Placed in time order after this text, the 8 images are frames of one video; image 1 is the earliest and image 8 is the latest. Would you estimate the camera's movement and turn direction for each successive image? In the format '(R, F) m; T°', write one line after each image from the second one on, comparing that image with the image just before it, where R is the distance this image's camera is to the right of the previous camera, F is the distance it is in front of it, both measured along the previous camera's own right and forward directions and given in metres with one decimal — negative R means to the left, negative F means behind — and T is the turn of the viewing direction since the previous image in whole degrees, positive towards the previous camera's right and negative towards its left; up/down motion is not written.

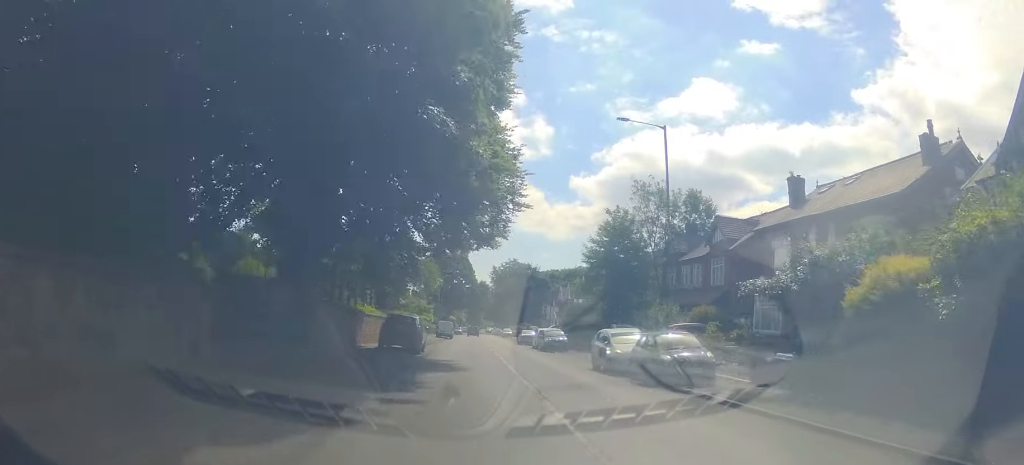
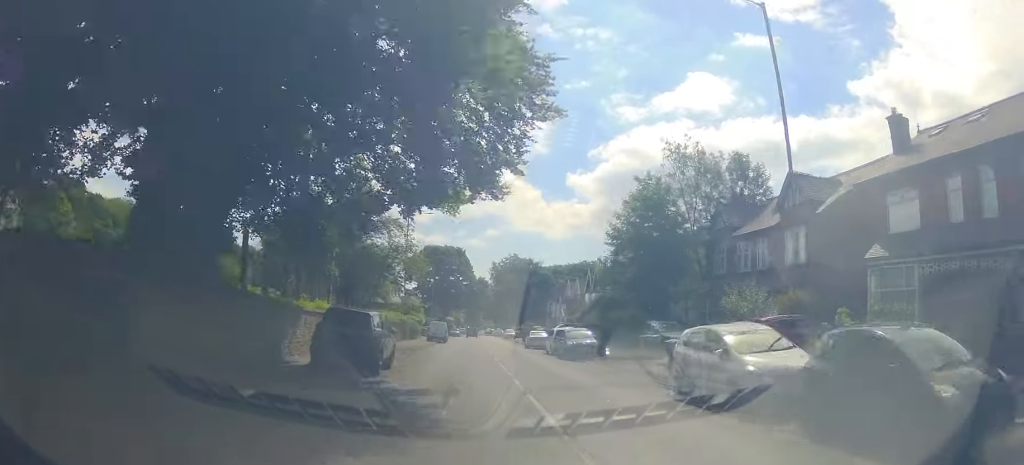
(-0.3, +10.5) m; -2°
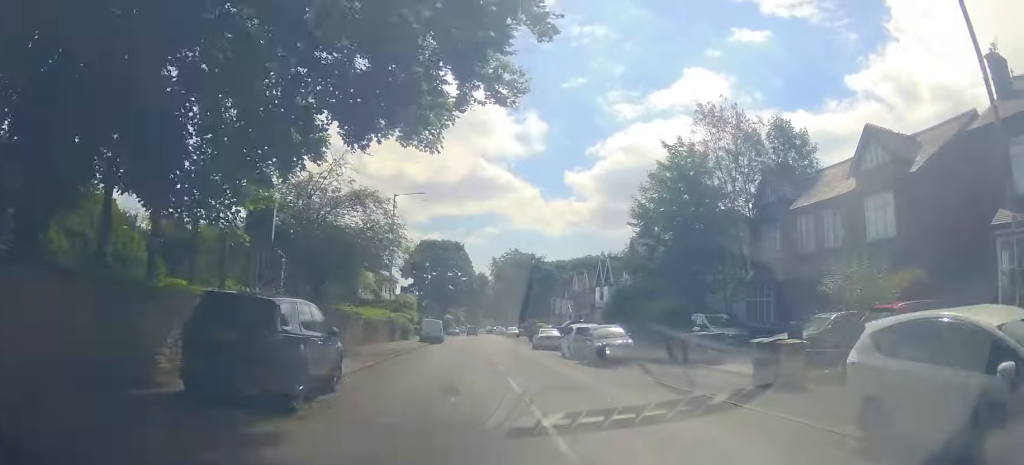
(0.0, +7.2) m; 0°
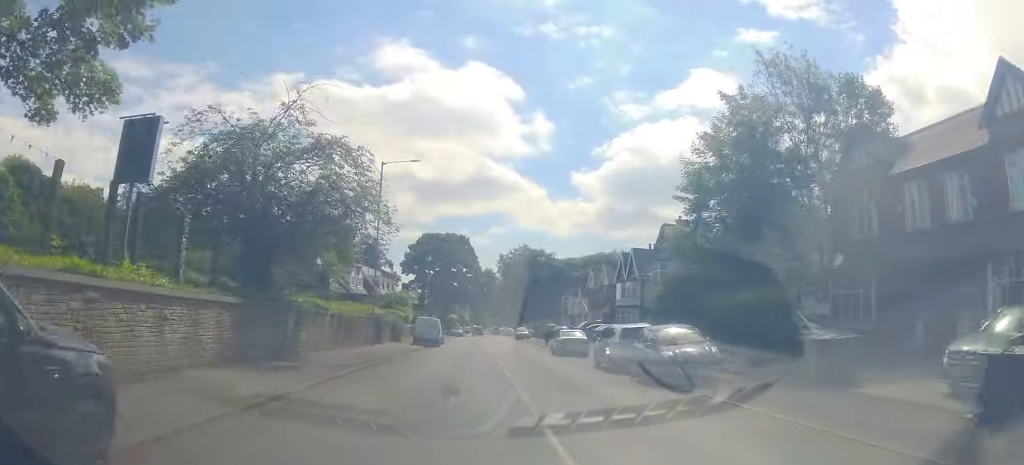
(0.0, +7.9) m; 0°
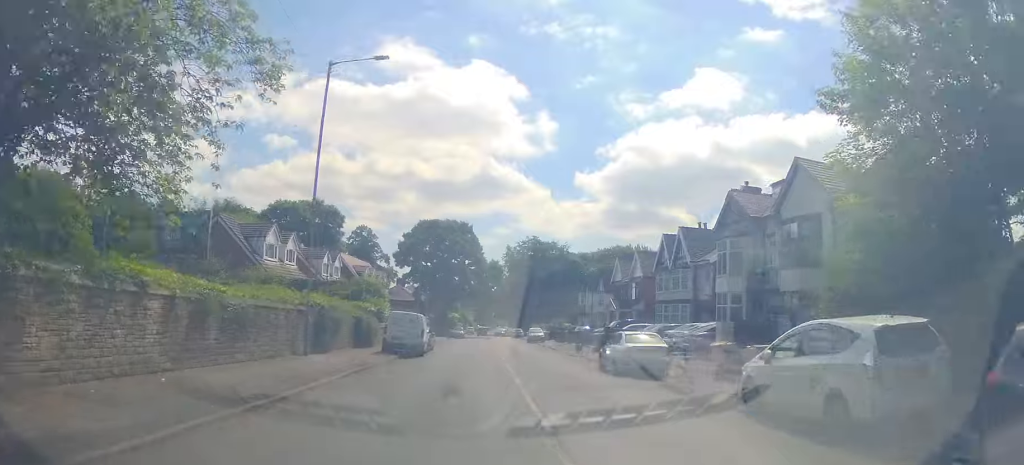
(0.0, +13.4) m; 0°
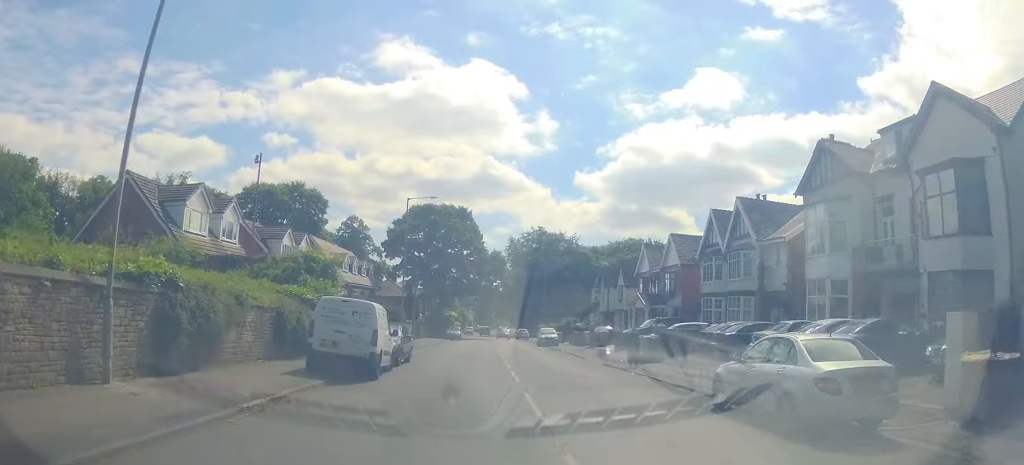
(0.0, +11.1) m; 0°
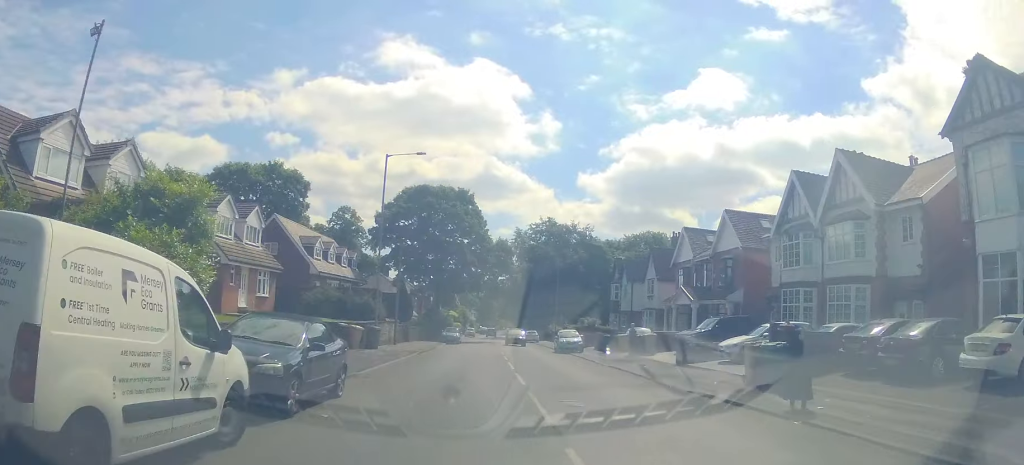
(0.0, +11.1) m; 0°
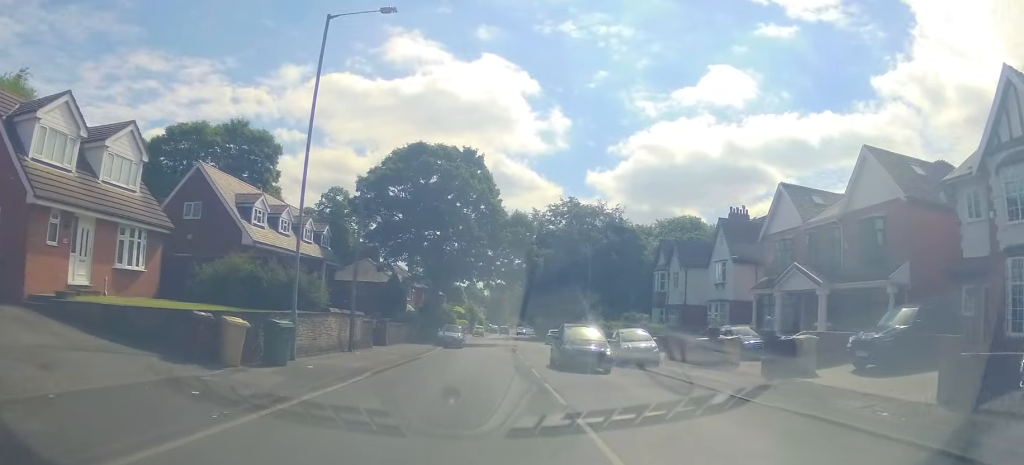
(0.0, +15.1) m; 0°
